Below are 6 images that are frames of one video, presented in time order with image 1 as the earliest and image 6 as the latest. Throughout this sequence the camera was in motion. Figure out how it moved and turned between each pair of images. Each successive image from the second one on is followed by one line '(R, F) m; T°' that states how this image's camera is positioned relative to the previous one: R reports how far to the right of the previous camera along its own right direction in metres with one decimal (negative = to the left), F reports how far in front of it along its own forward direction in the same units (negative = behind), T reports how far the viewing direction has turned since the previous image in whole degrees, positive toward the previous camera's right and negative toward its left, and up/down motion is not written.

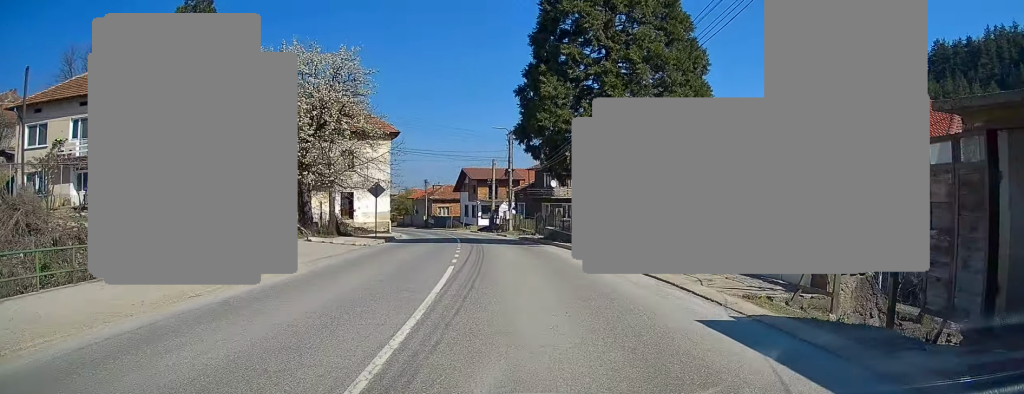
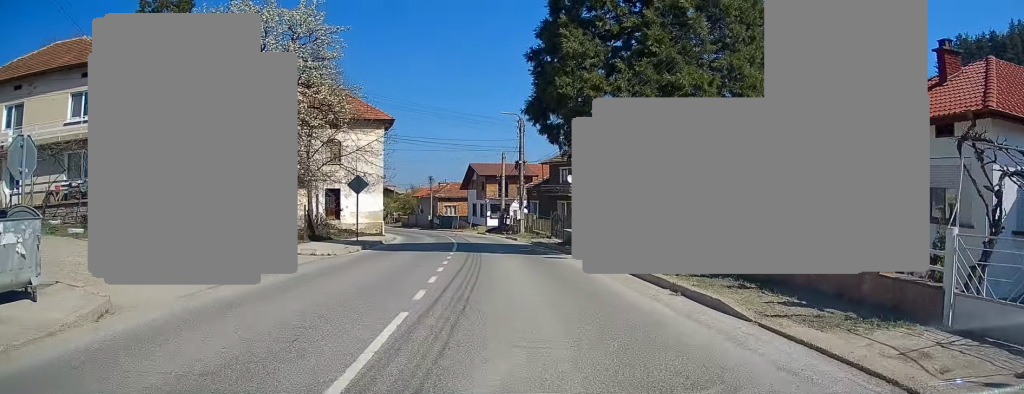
(0.0, +7.0) m; -2°
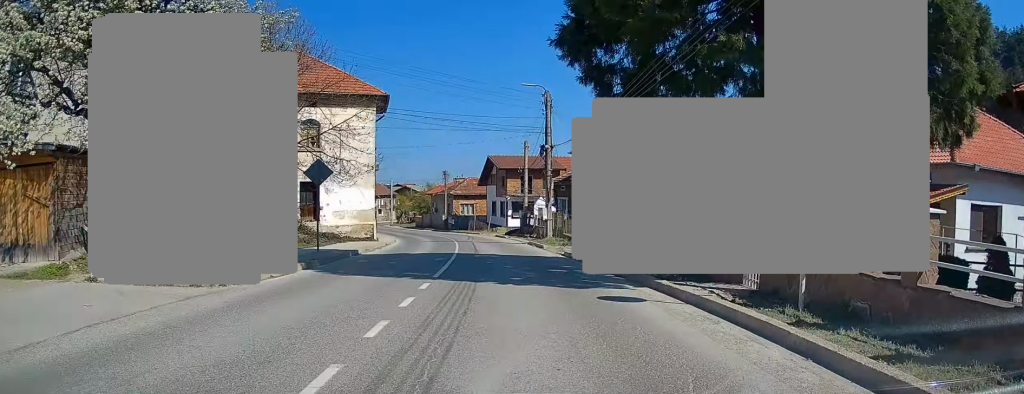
(-0.2, +9.2) m; -1°
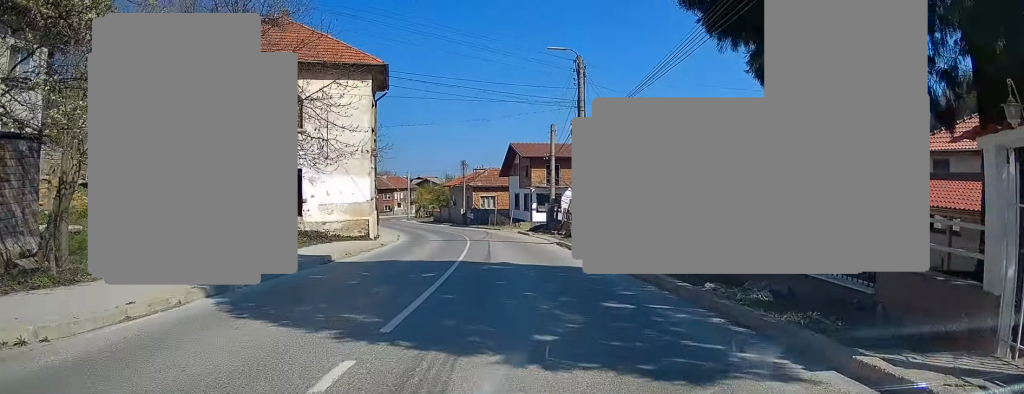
(0.0, +6.2) m; -1°
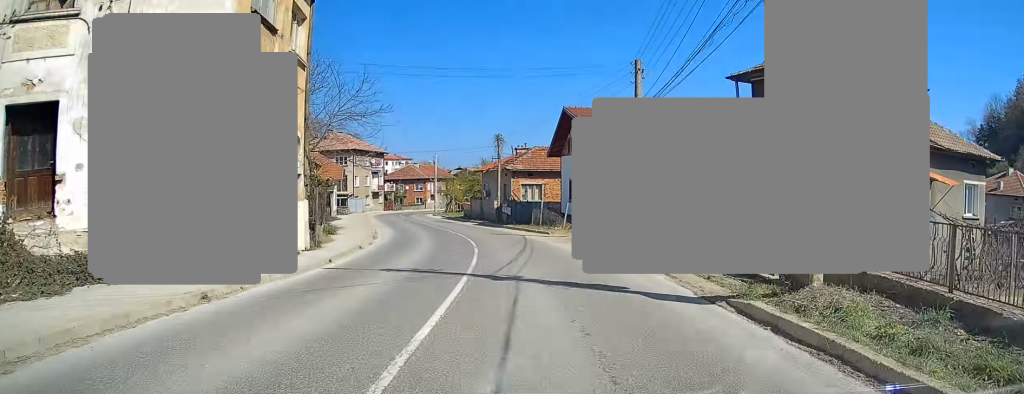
(-0.6, +17.6) m; -4°
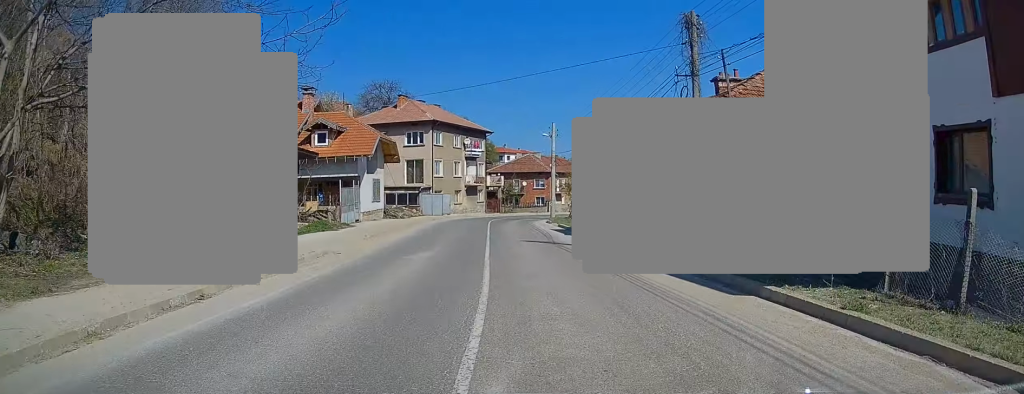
(-3.1, +29.5) m; -12°
